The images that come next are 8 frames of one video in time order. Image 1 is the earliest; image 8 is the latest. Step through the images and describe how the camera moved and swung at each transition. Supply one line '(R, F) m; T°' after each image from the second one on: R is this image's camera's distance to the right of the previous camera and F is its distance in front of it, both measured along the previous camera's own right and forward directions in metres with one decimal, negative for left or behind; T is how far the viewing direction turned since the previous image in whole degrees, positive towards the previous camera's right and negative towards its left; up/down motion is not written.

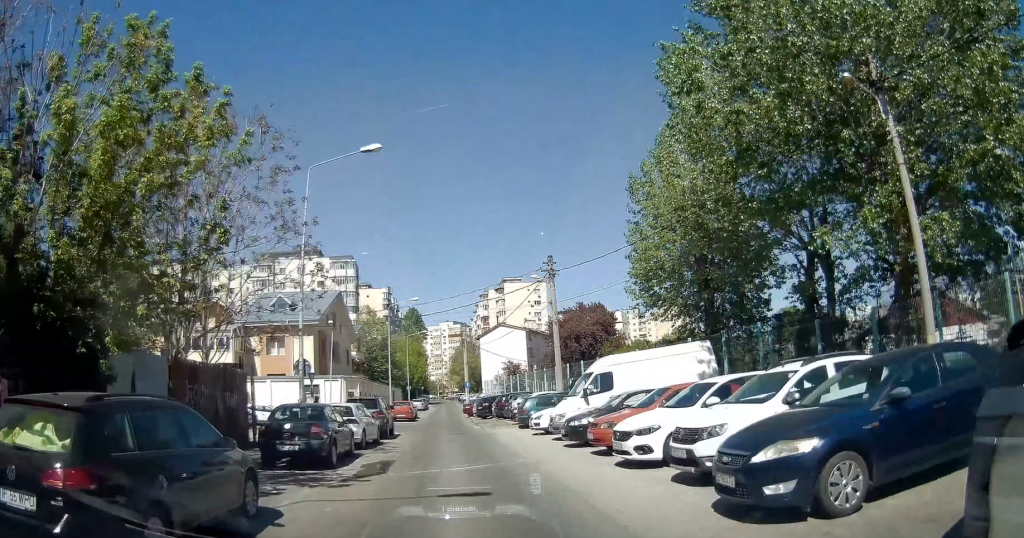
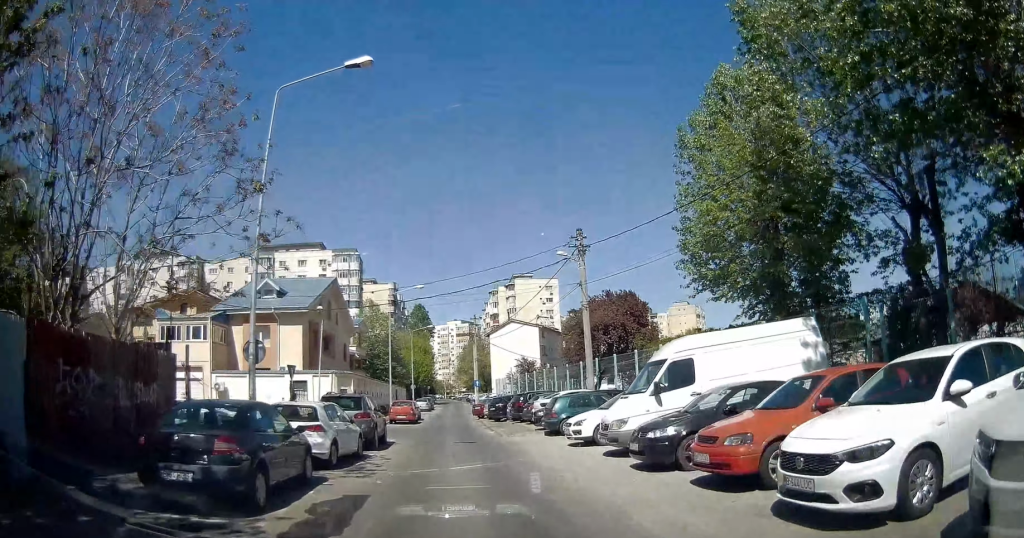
(+0.1, +6.1) m; -1°
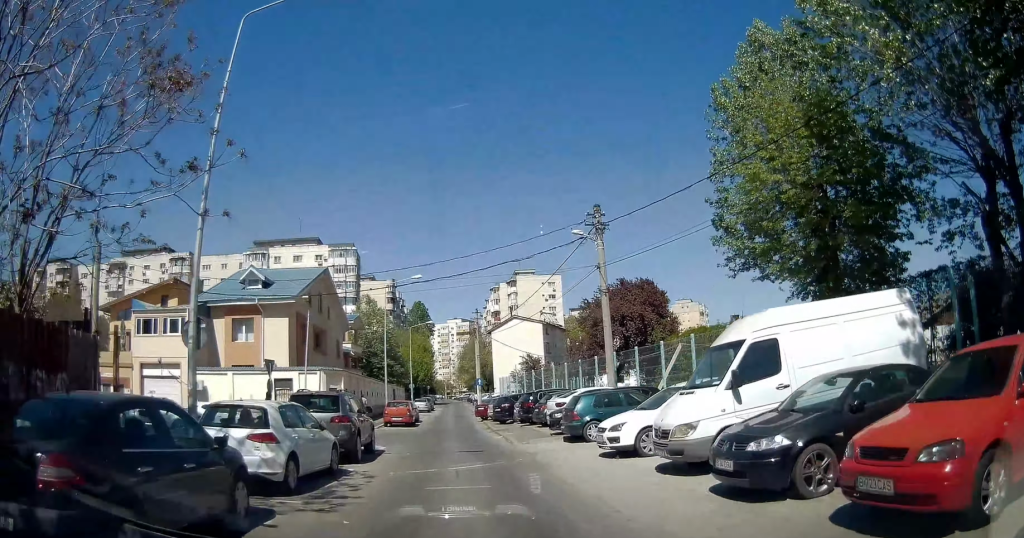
(-0.1, +3.6) m; 0°
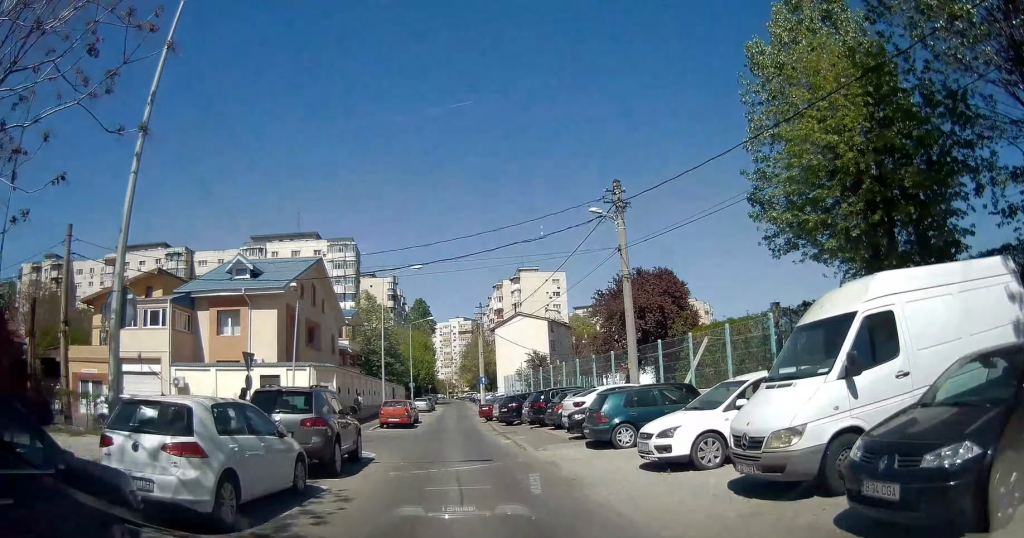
(-0.1, +2.8) m; 0°
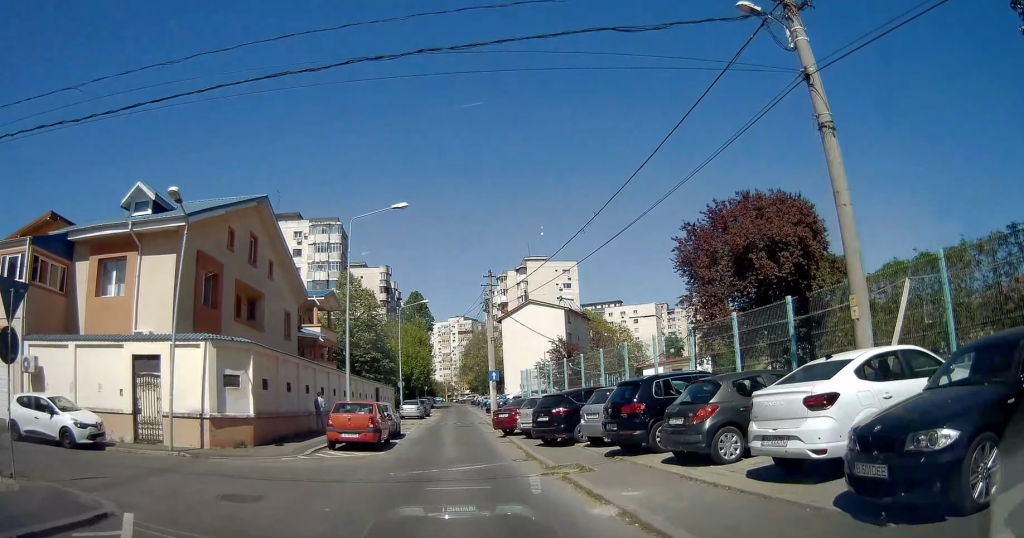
(+0.5, +12.9) m; +2°
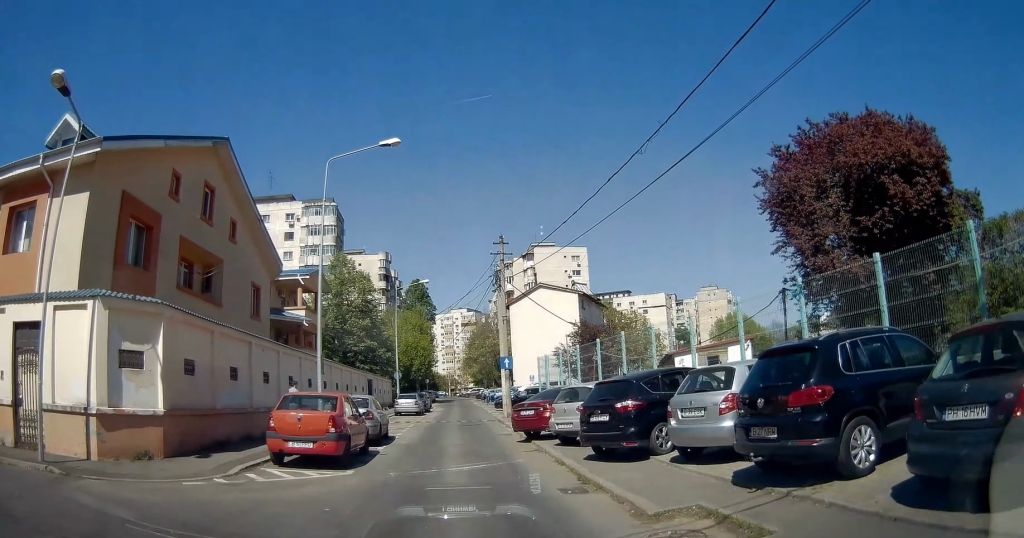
(-0.1, +6.6) m; -1°
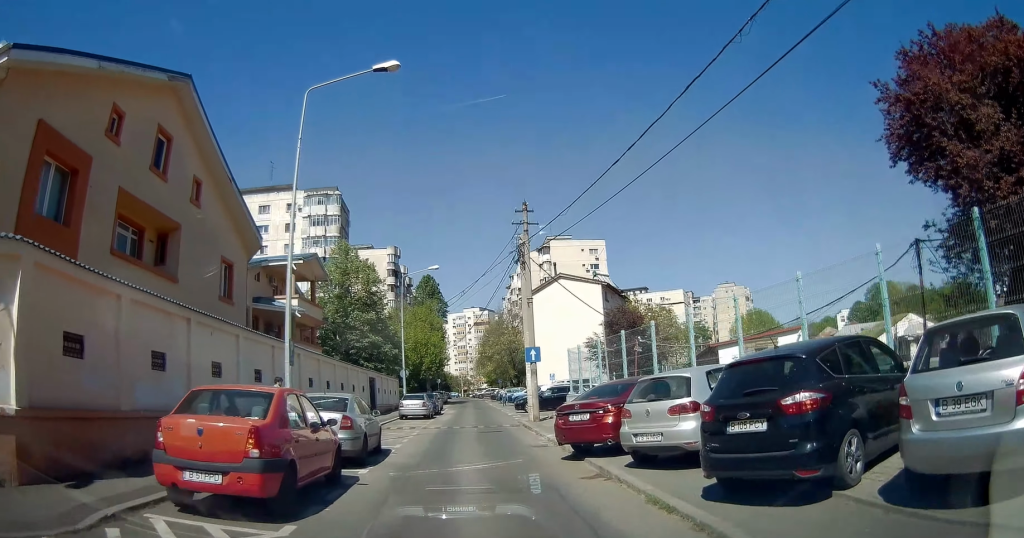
(0.0, +5.6) m; 0°
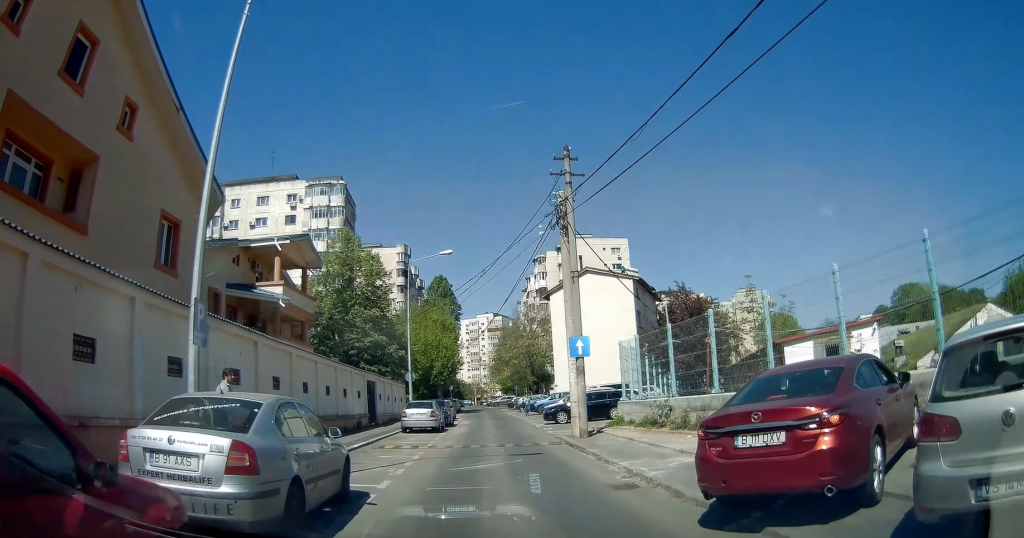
(0.0, +6.8) m; -1°
